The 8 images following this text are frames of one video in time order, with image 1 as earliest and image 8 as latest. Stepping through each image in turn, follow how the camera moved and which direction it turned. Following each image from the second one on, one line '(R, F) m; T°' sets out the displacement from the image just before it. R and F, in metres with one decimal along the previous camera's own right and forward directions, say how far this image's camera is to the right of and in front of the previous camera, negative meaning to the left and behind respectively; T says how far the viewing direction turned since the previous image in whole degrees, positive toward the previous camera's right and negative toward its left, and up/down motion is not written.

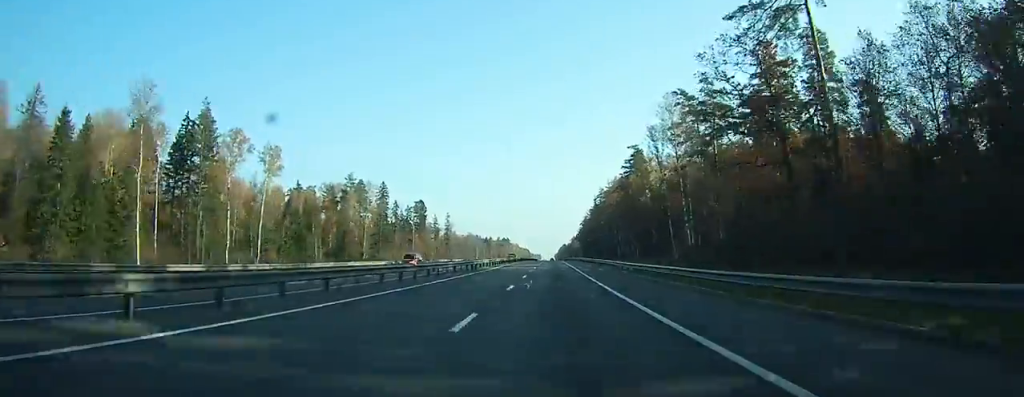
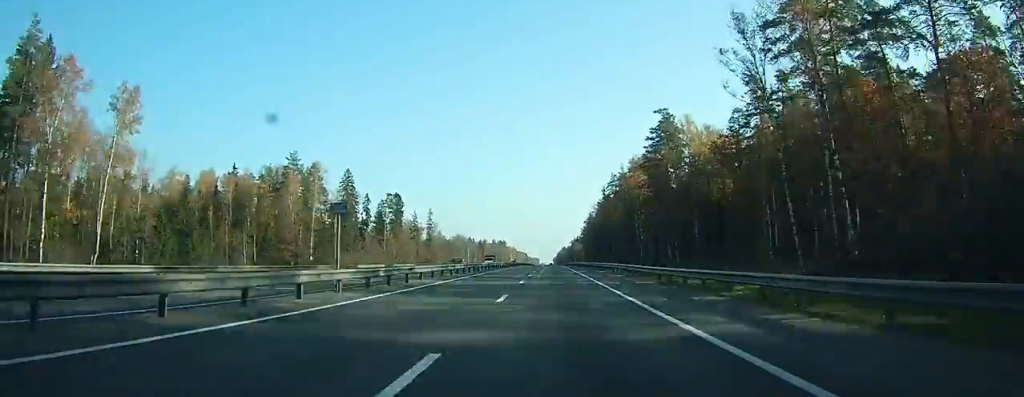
(0.0, +41.2) m; 0°
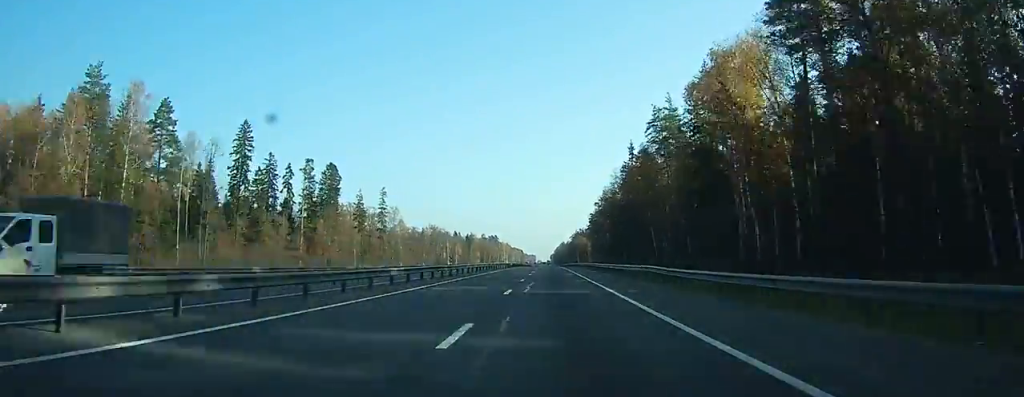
(0.0, +69.6) m; 0°
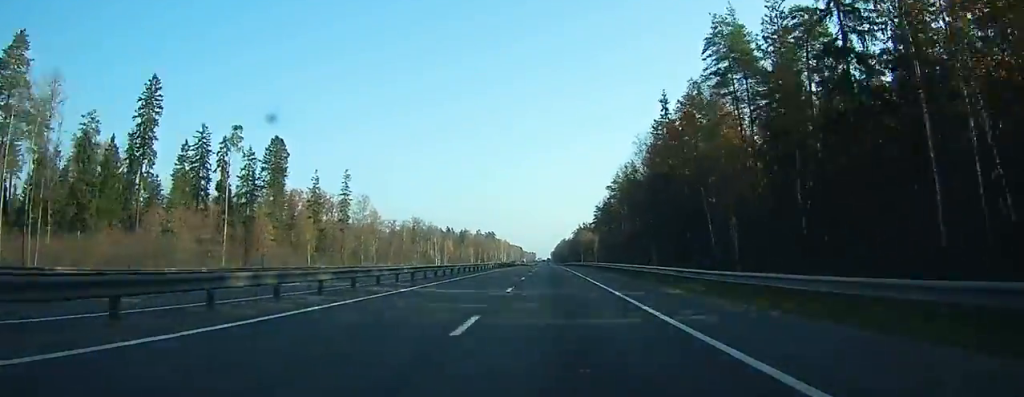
(+0.1, +36.7) m; 0°
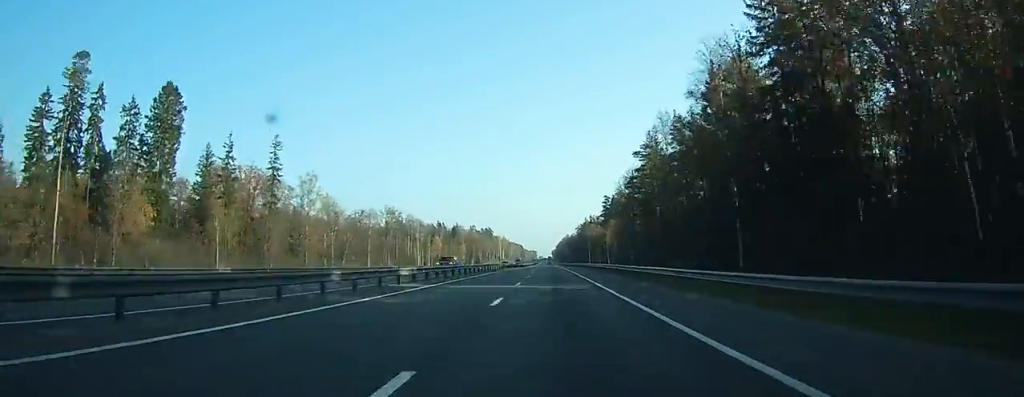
(0.0, +44.1) m; 0°
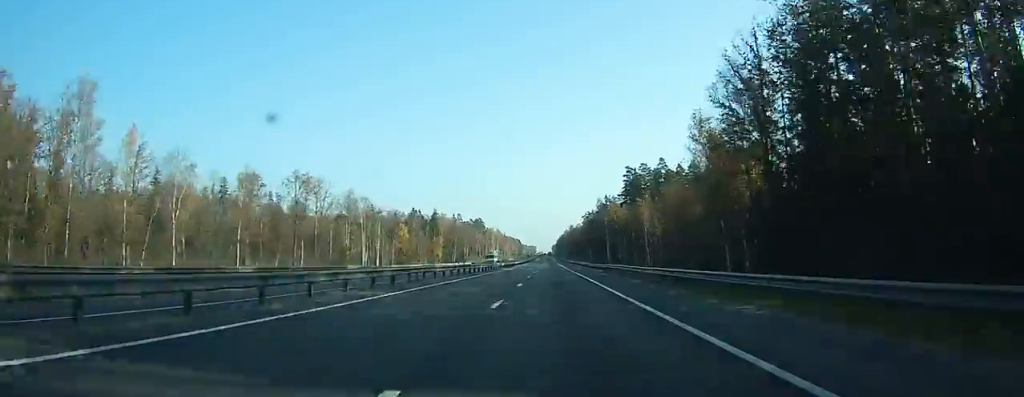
(-0.5, +75.1) m; 0°
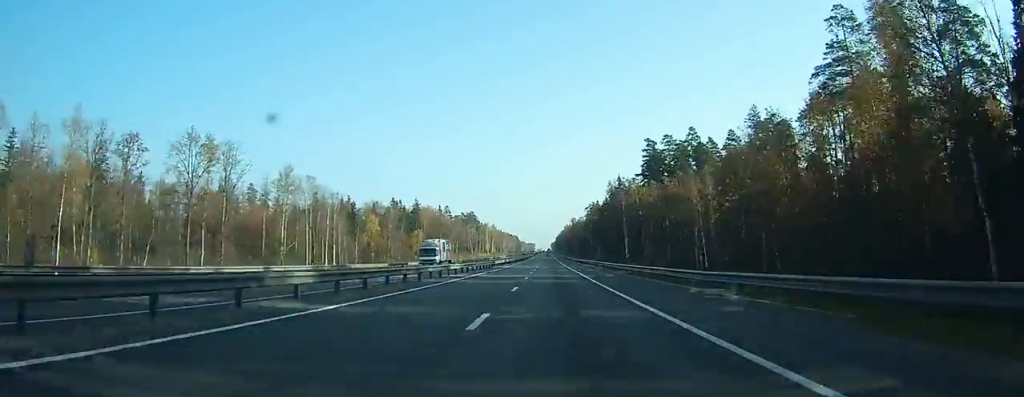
(0.0, +40.1) m; 0°
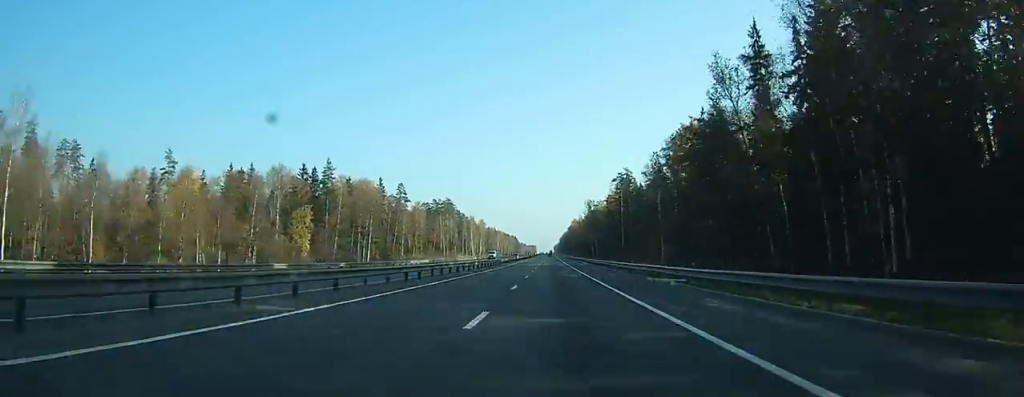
(+0.3, +98.2) m; 0°
